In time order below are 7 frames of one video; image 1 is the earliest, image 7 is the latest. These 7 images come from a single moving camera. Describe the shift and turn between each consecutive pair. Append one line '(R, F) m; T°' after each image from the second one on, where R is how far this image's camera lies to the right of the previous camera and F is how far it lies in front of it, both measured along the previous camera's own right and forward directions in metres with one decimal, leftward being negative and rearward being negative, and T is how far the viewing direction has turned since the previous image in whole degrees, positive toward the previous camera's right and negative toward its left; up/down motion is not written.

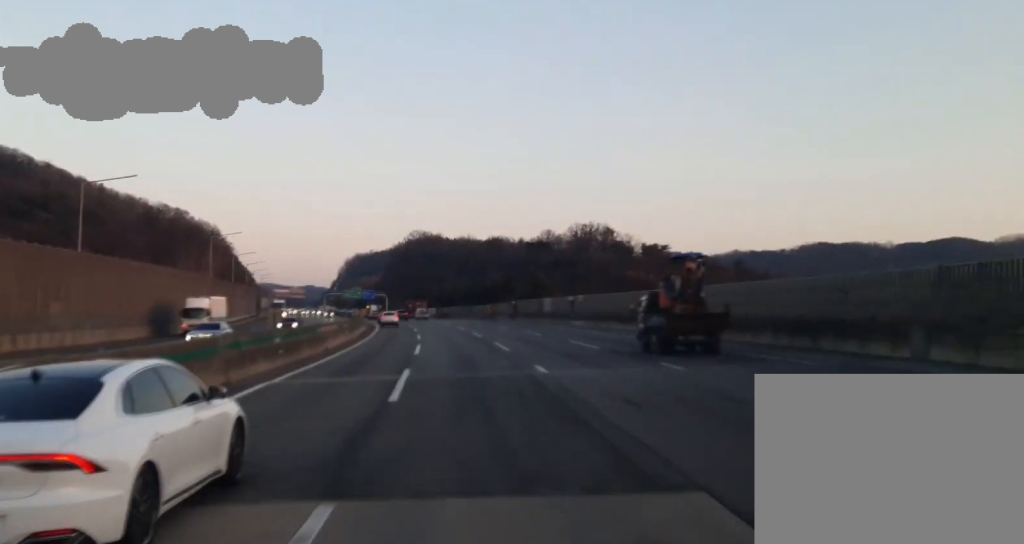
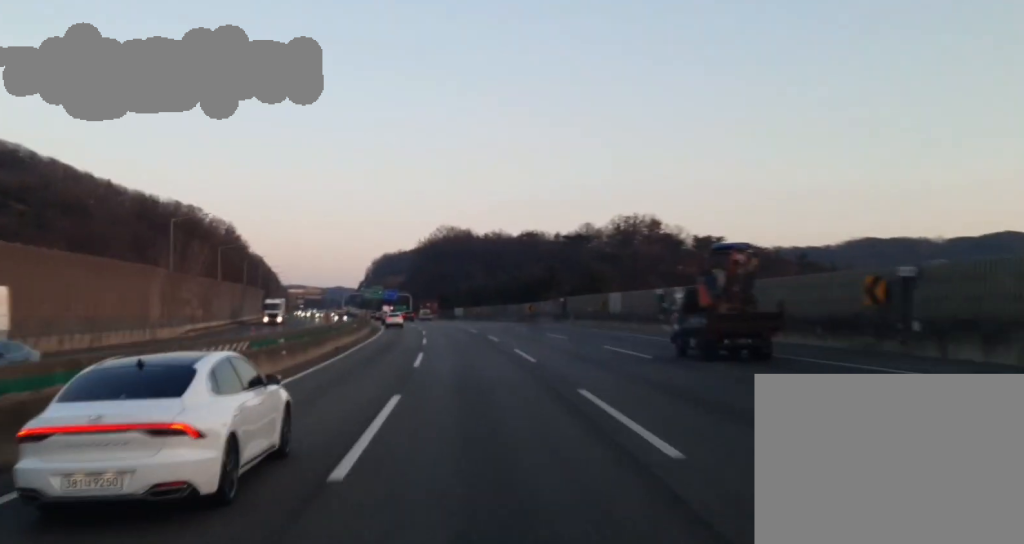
(-0.4, +27.9) m; -2°
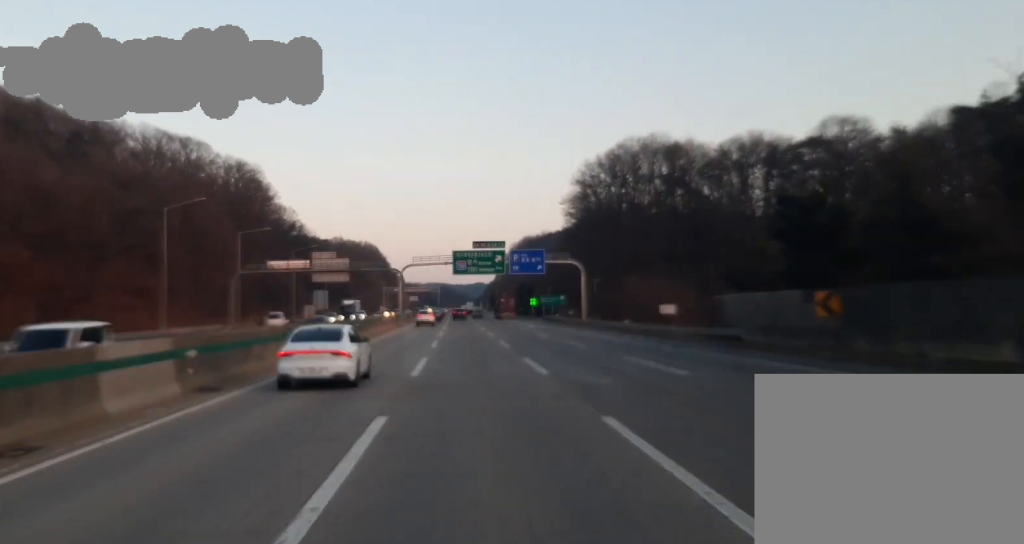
(-17.6, +177.5) m; -11°
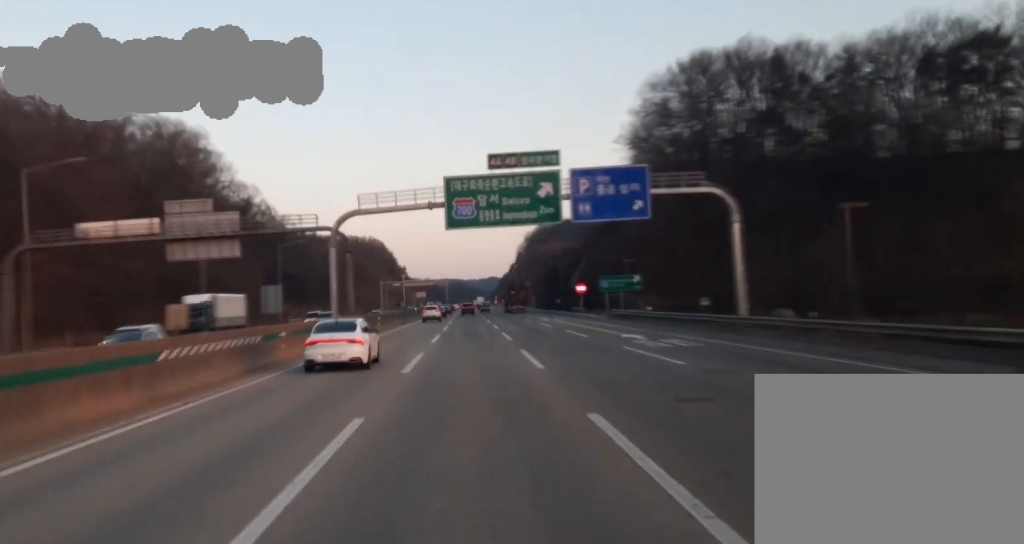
(-0.7, +60.7) m; -1°
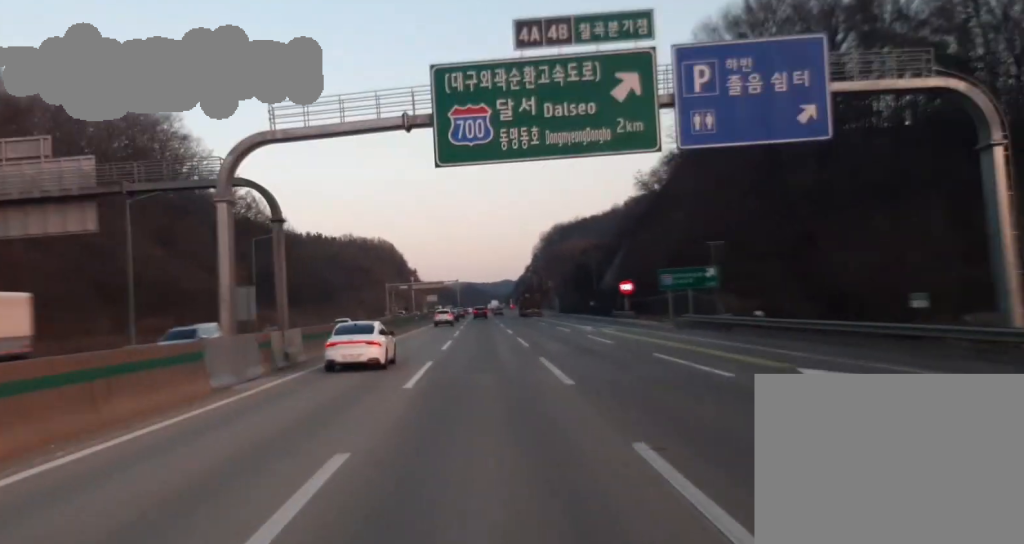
(+0.1, +23.0) m; 0°
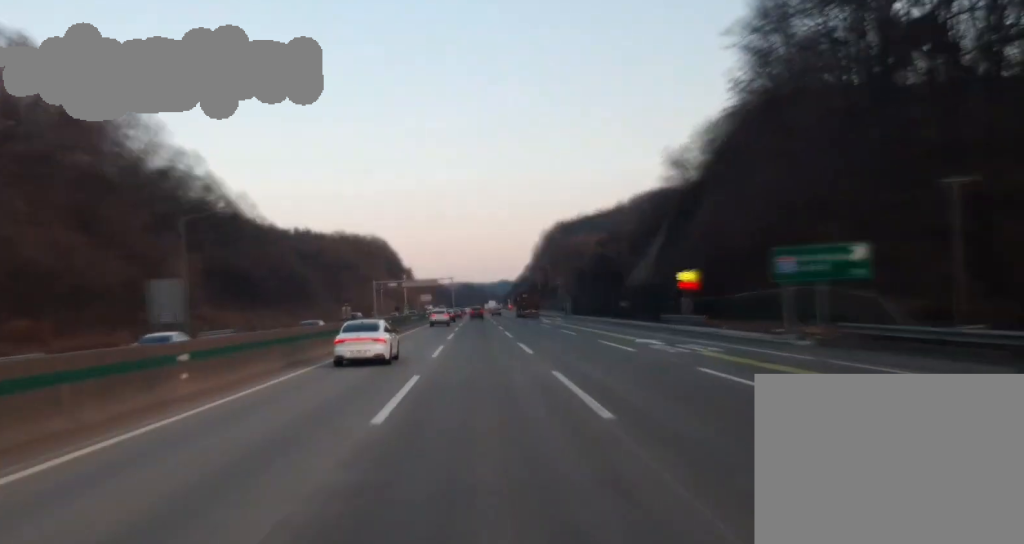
(+0.1, +26.3) m; 0°
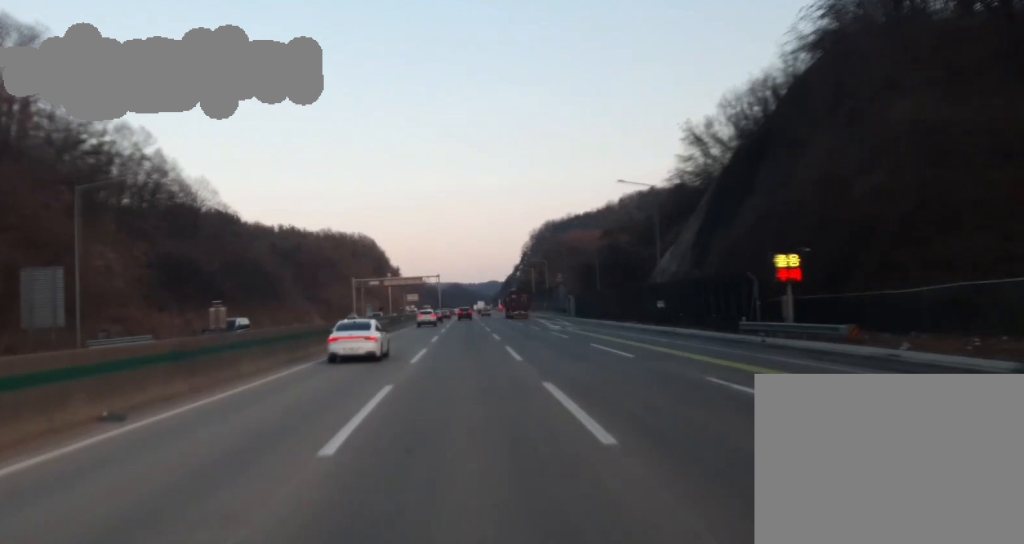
(-0.3, +23.1) m; 0°
